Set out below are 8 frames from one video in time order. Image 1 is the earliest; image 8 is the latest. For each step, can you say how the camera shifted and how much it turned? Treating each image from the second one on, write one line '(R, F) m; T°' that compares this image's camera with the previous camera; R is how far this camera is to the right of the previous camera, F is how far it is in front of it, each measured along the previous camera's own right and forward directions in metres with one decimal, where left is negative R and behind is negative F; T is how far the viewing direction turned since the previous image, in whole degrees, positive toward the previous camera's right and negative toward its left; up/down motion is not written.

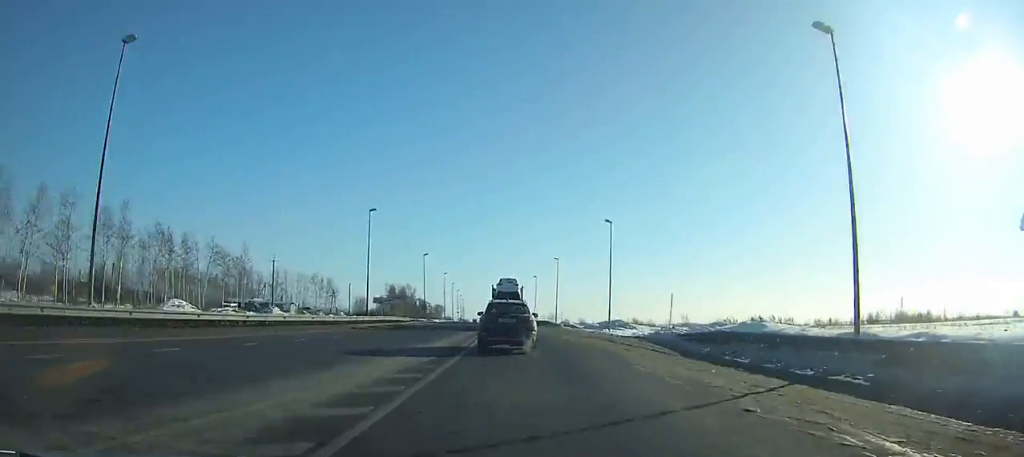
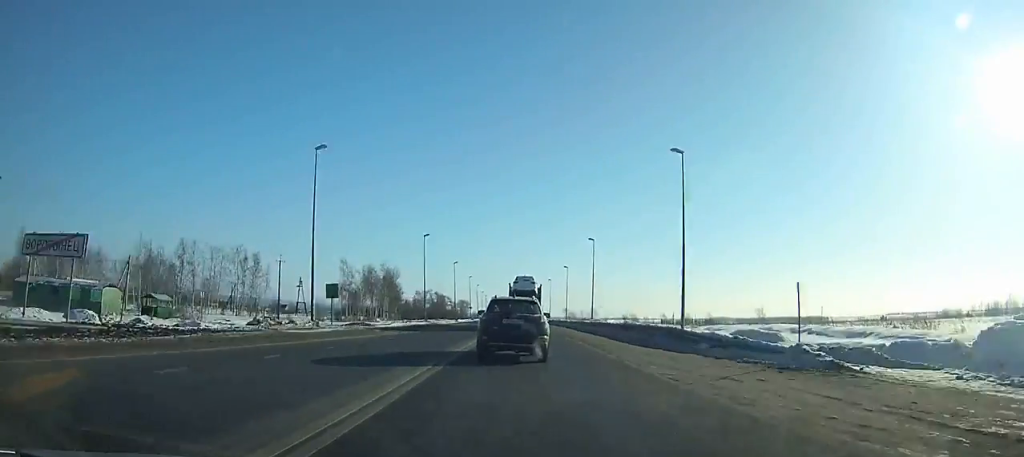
(-1.1, +53.8) m; -2°
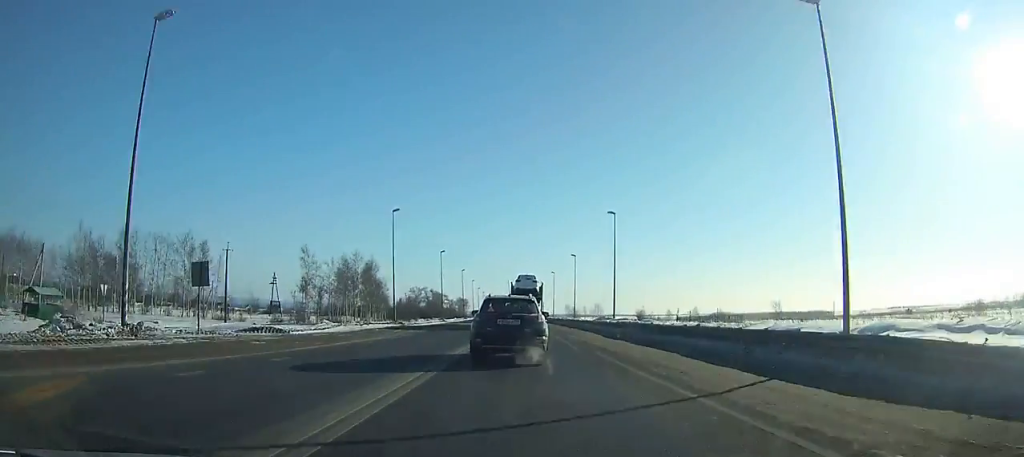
(-0.1, +16.4) m; -1°
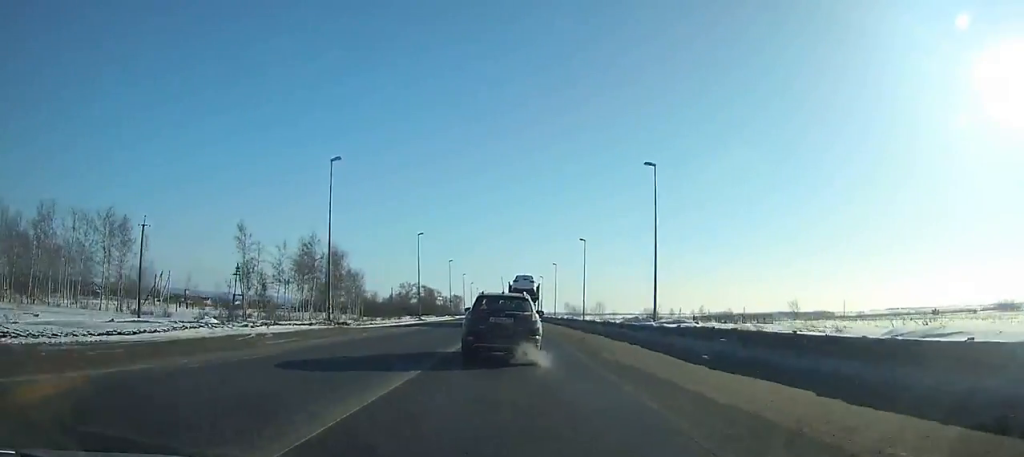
(-0.1, +18.6) m; 0°
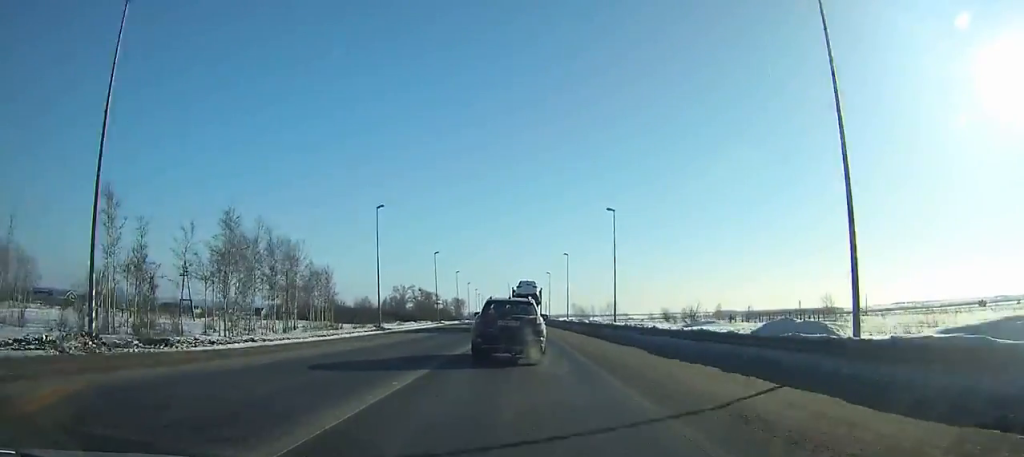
(-0.1, +23.1) m; 0°
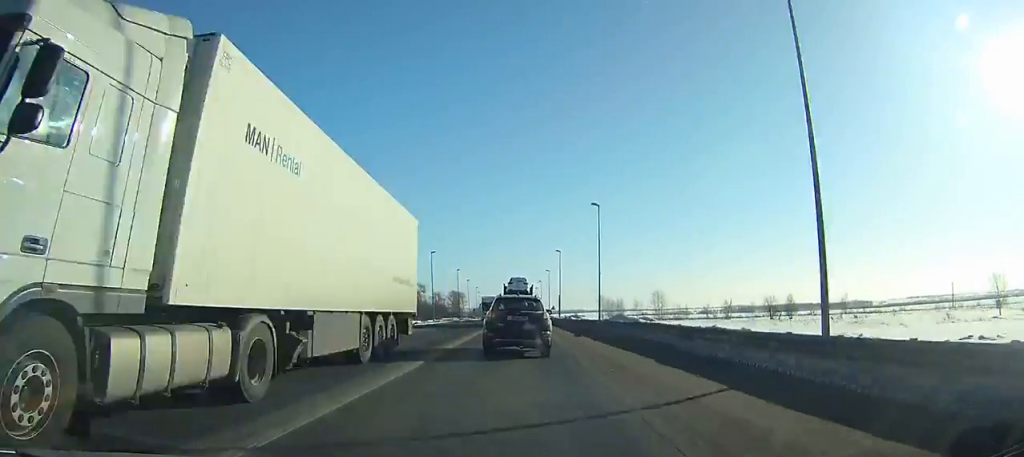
(-0.3, +70.7) m; -1°
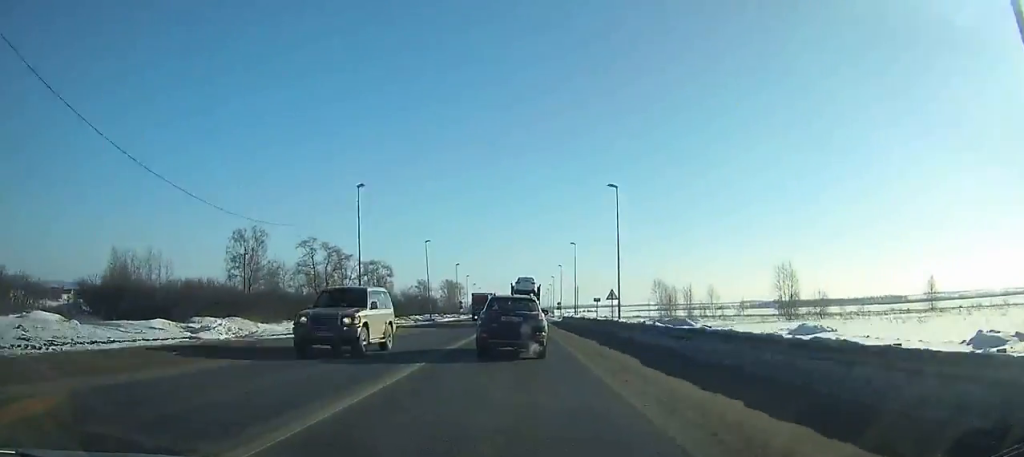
(-0.8, +77.9) m; -1°
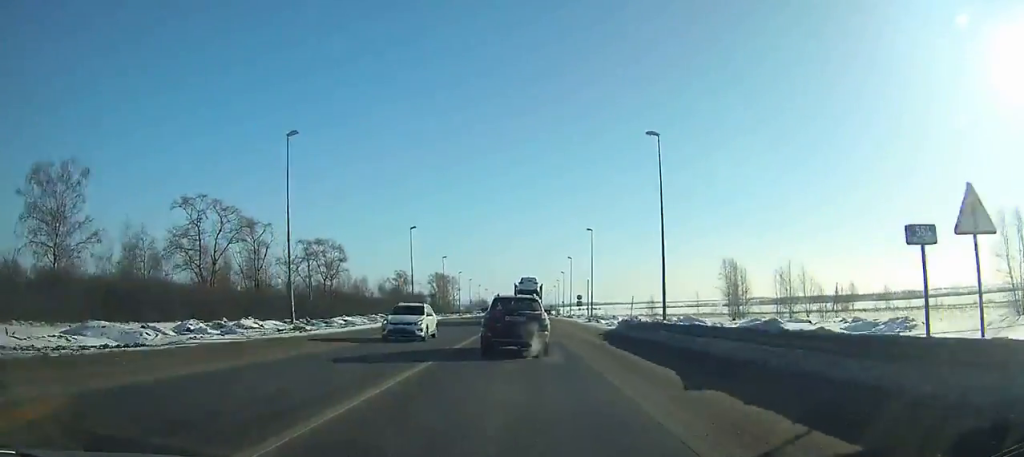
(-0.3, +49.0) m; 0°
